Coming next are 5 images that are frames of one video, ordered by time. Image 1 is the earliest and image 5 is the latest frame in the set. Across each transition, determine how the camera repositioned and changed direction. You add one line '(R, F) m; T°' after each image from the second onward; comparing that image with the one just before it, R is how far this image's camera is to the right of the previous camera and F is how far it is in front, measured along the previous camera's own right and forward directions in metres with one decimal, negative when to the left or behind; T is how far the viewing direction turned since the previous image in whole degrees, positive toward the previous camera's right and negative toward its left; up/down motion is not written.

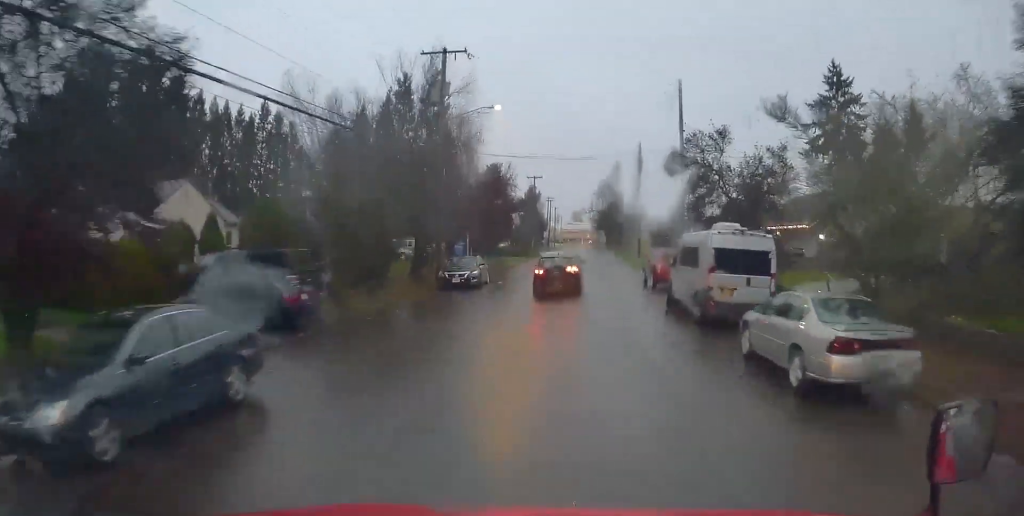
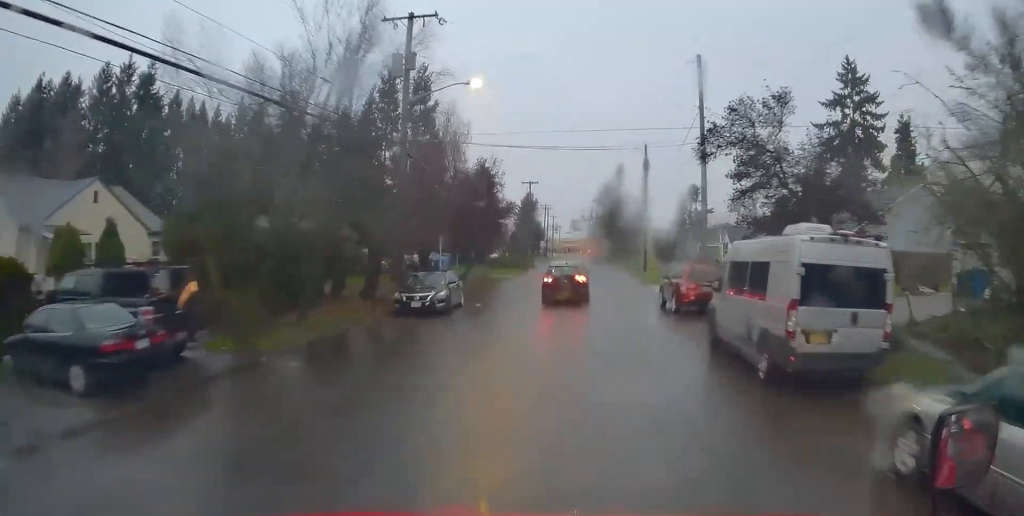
(0.0, +5.5) m; -1°
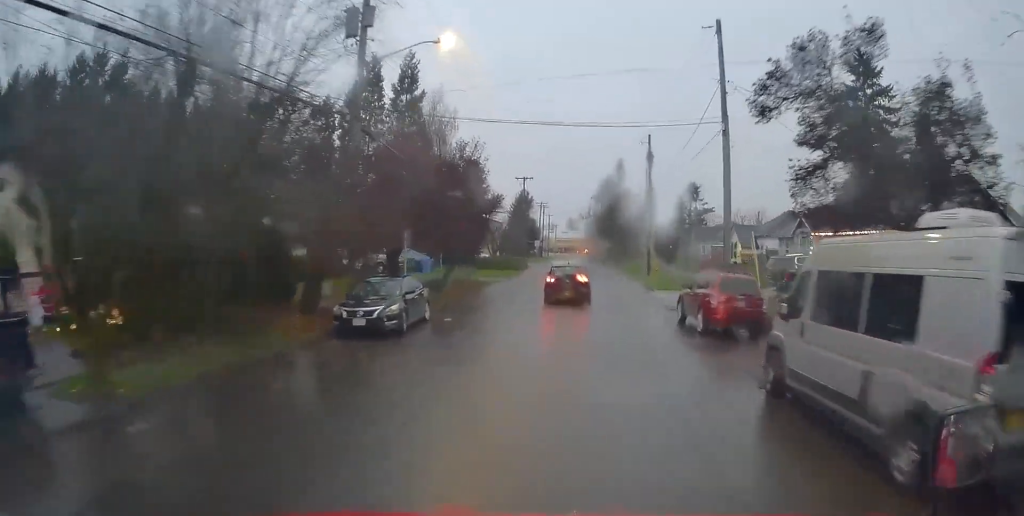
(0.0, +4.4) m; 0°
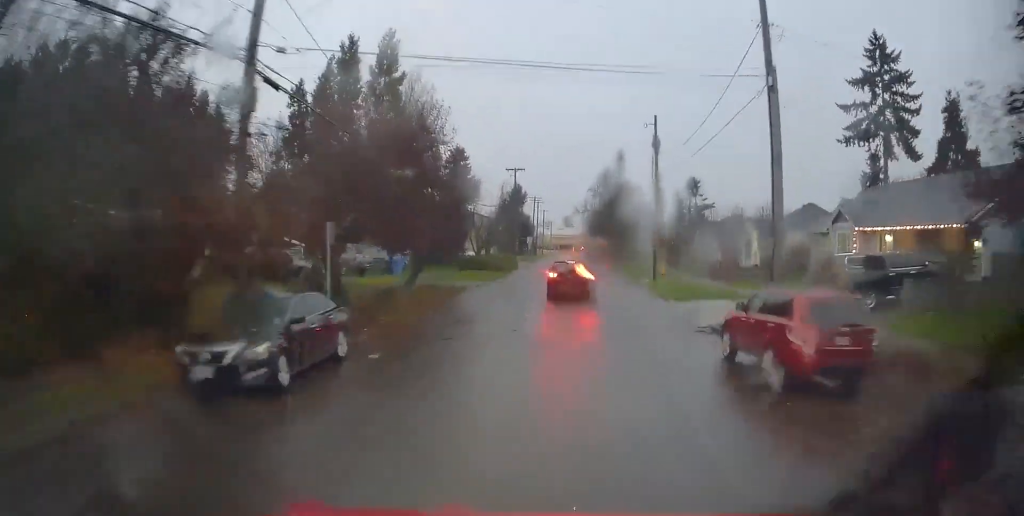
(-0.2, +5.7) m; +1°
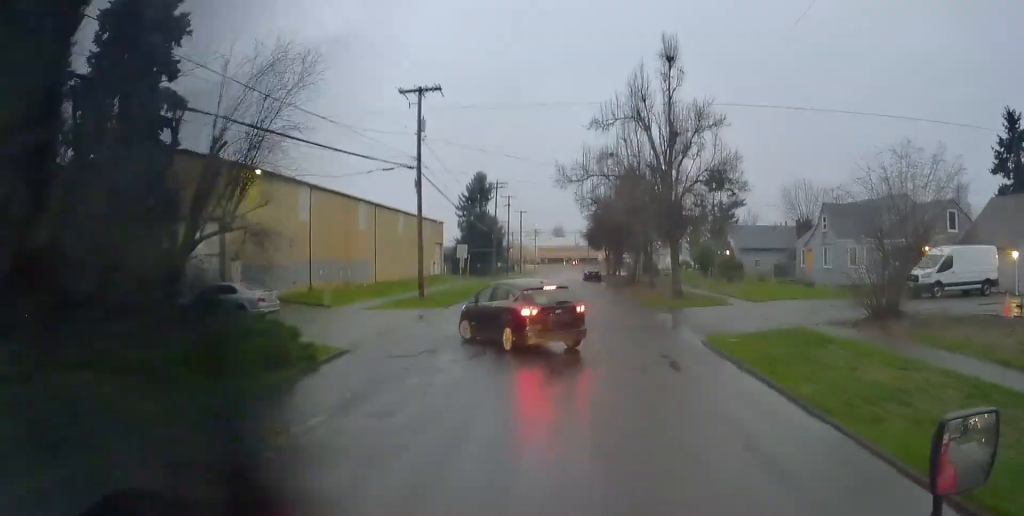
(+1.1, +47.5) m; +1°
